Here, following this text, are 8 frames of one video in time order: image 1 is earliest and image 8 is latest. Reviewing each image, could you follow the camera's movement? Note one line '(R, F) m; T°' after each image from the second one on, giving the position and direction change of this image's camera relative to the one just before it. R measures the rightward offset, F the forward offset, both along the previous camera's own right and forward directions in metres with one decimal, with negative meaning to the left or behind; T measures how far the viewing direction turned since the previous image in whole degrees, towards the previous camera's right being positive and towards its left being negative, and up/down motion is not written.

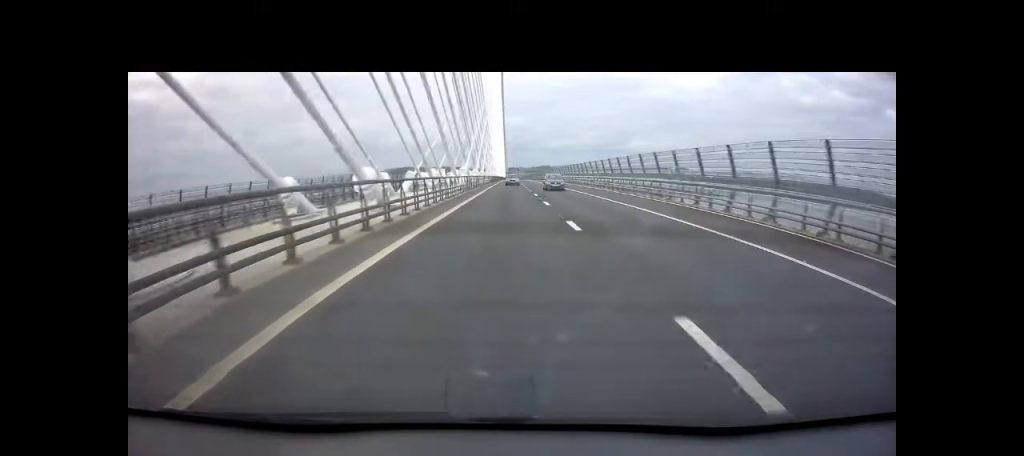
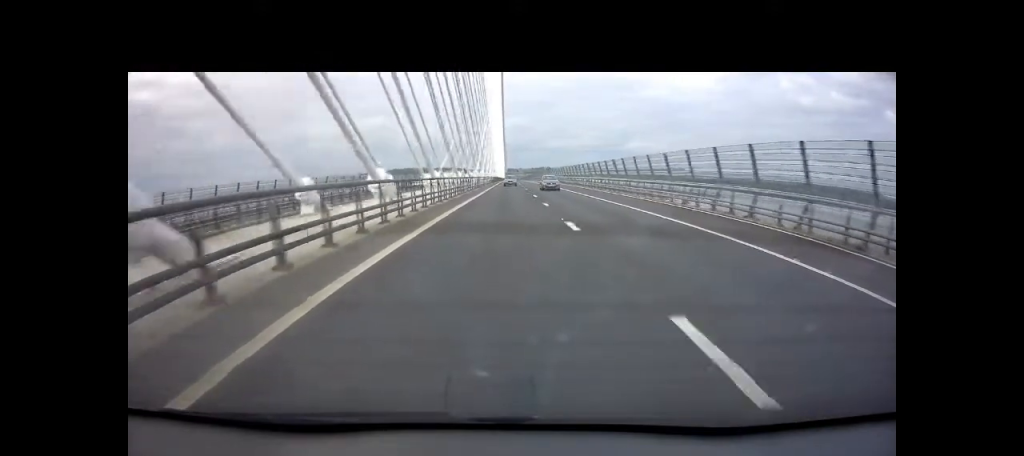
(0.0, +18.4) m; 0°
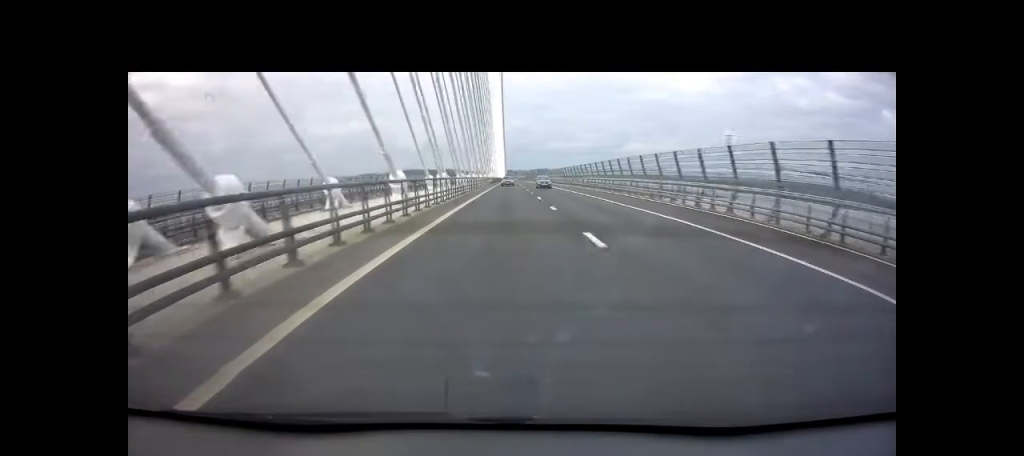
(+0.4, +51.5) m; +1°
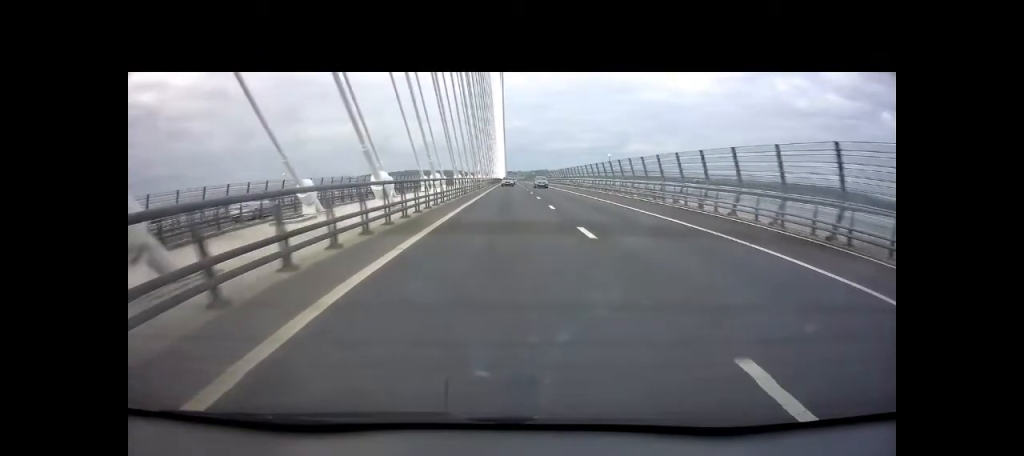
(0.0, +28.2) m; 0°
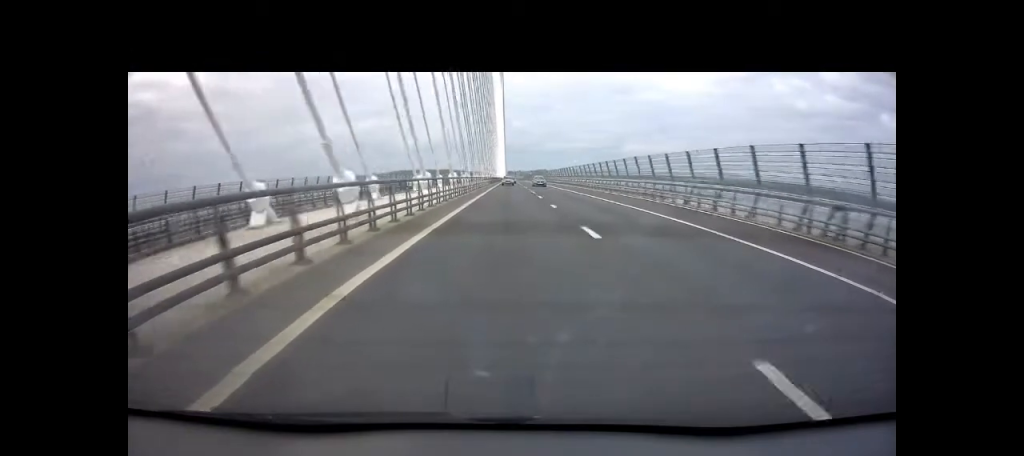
(0.0, +26.8) m; 0°
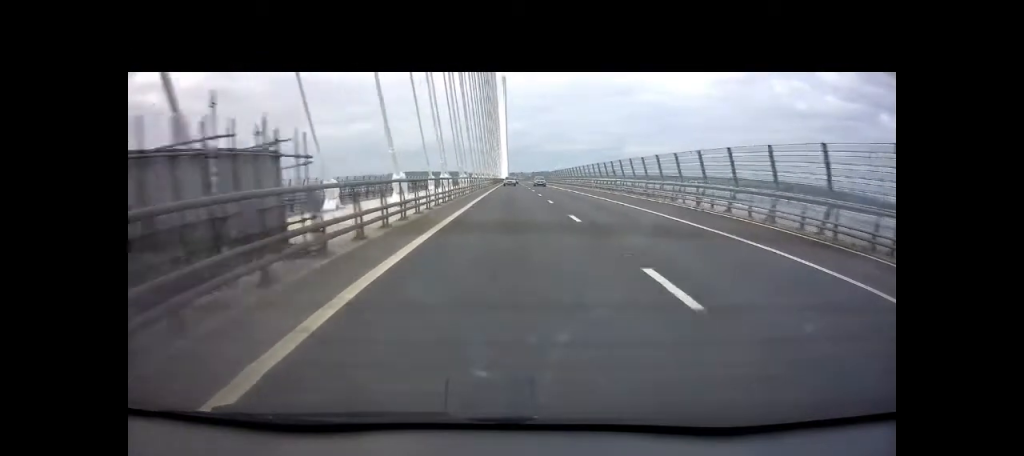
(0.0, +39.2) m; 0°
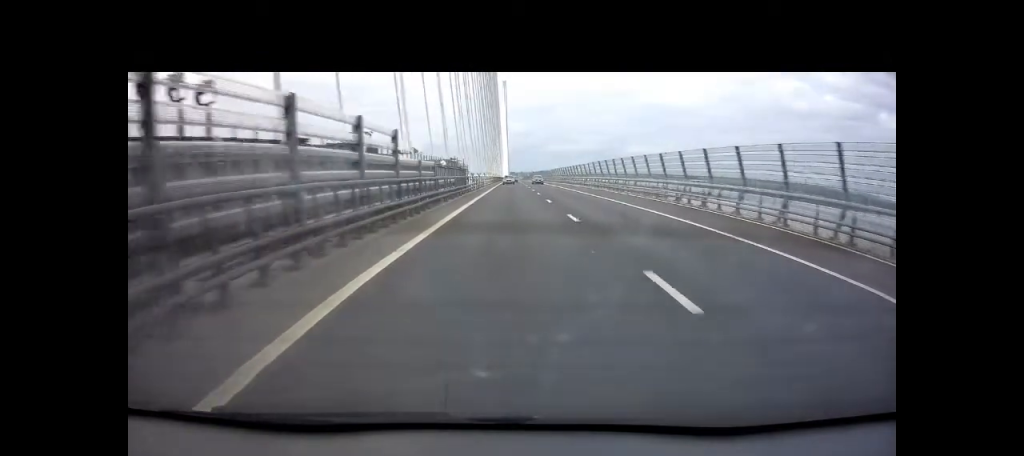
(0.0, +35.7) m; 0°
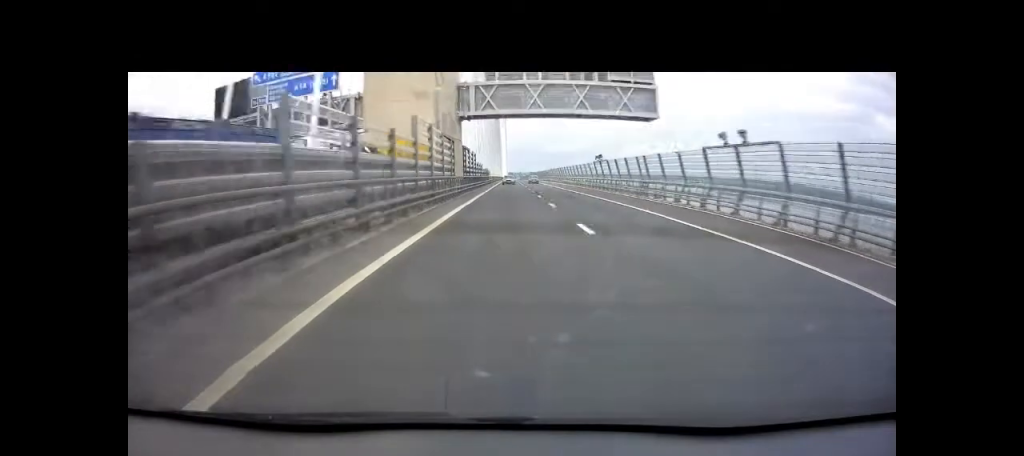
(+0.1, +50.5) m; 0°
